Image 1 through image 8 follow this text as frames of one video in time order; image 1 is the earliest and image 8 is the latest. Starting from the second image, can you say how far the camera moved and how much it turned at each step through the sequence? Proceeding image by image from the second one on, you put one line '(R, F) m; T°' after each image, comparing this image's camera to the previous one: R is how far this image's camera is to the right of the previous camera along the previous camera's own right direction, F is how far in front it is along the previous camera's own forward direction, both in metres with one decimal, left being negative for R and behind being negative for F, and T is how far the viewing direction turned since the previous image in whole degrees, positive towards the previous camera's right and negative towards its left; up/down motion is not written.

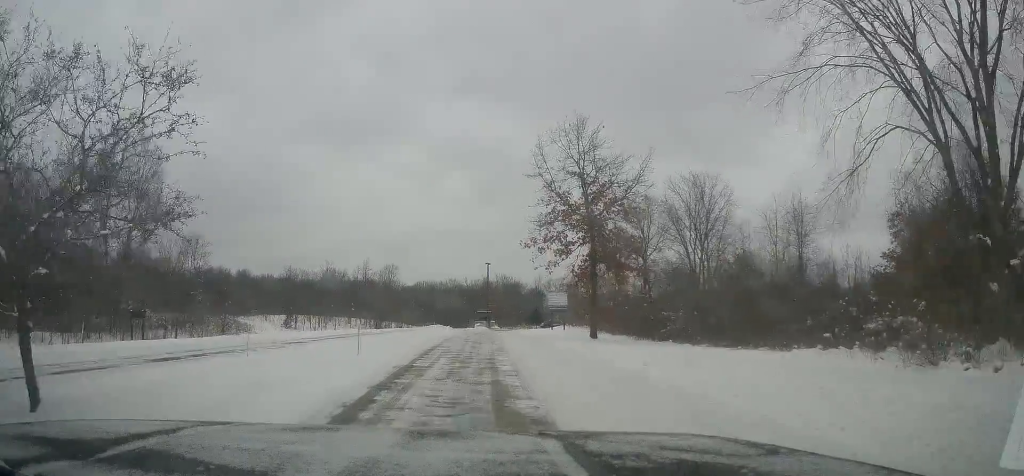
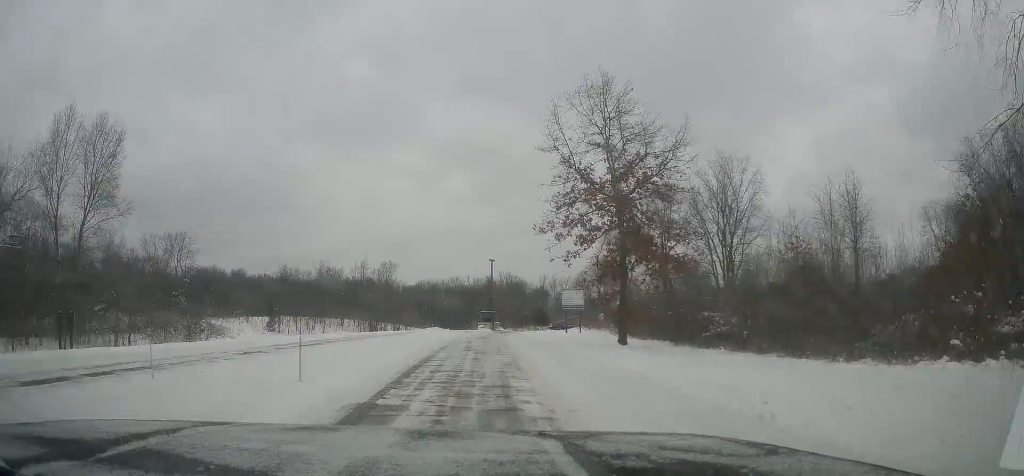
(-0.3, +6.7) m; -2°
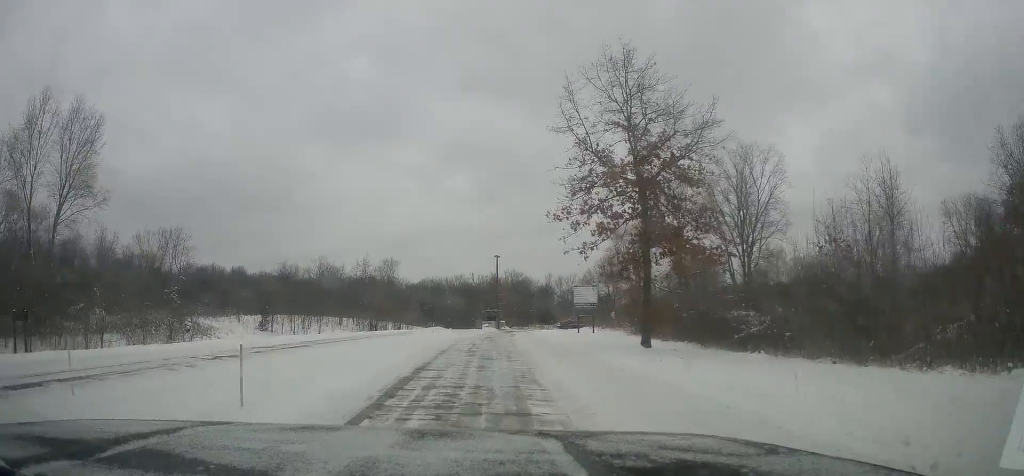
(0.0, +3.5) m; 0°
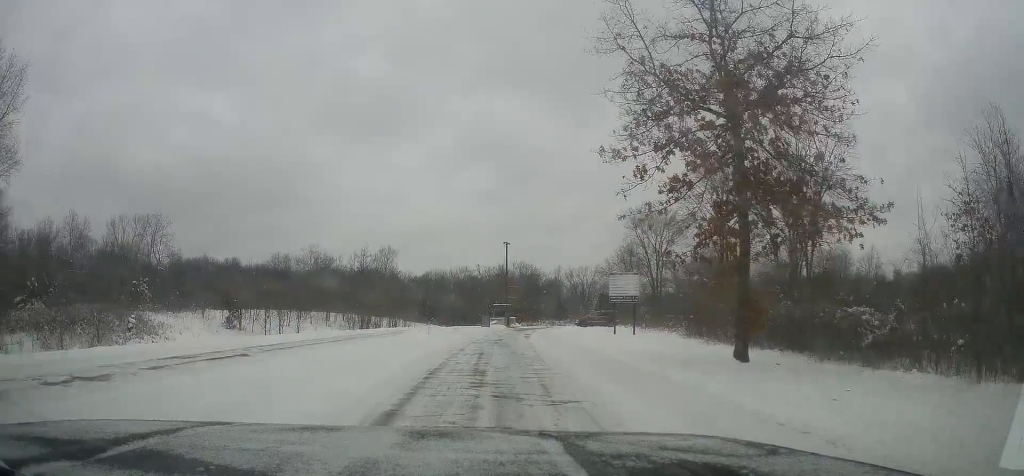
(0.0, +9.7) m; 0°
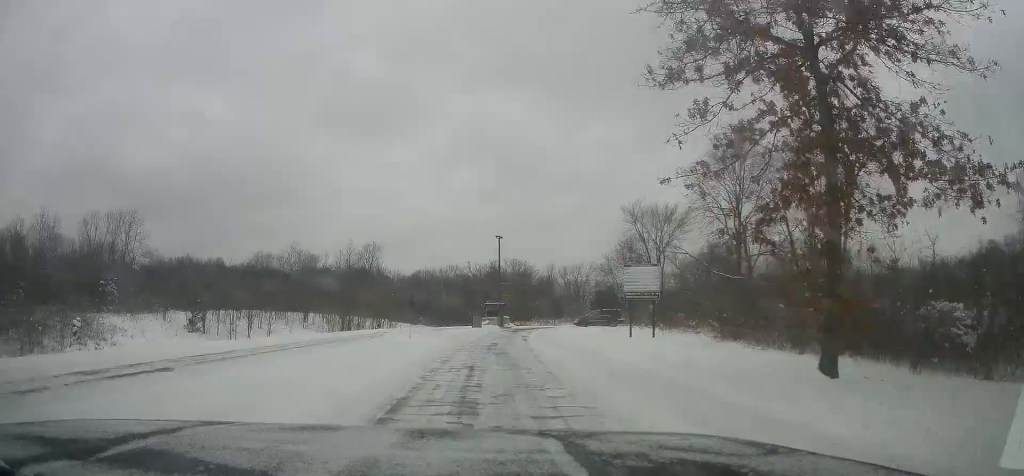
(0.0, +5.2) m; 0°
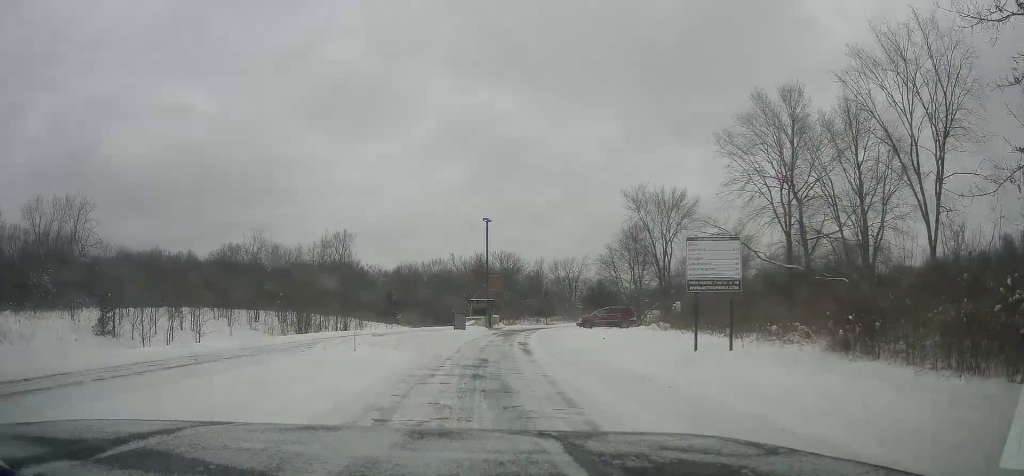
(0.0, +9.8) m; 0°
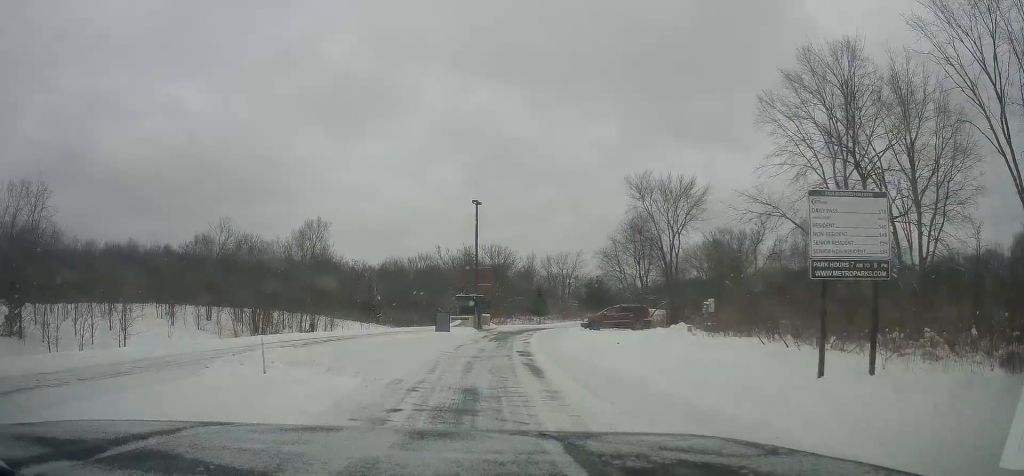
(0.0, +7.5) m; 0°
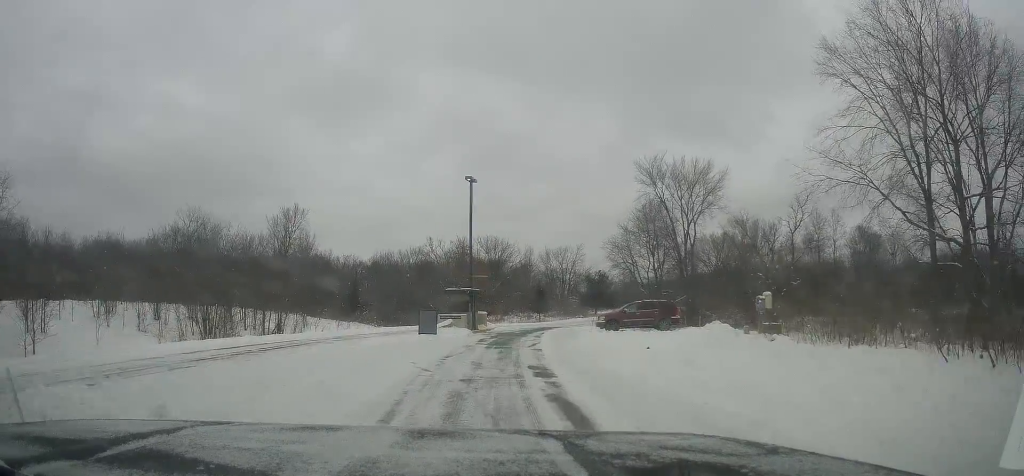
(0.0, +7.2) m; 0°
